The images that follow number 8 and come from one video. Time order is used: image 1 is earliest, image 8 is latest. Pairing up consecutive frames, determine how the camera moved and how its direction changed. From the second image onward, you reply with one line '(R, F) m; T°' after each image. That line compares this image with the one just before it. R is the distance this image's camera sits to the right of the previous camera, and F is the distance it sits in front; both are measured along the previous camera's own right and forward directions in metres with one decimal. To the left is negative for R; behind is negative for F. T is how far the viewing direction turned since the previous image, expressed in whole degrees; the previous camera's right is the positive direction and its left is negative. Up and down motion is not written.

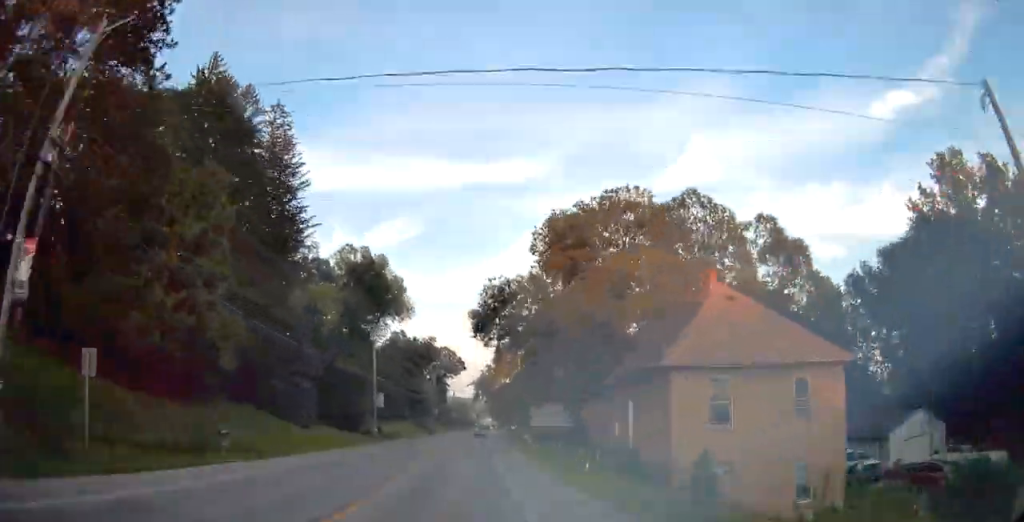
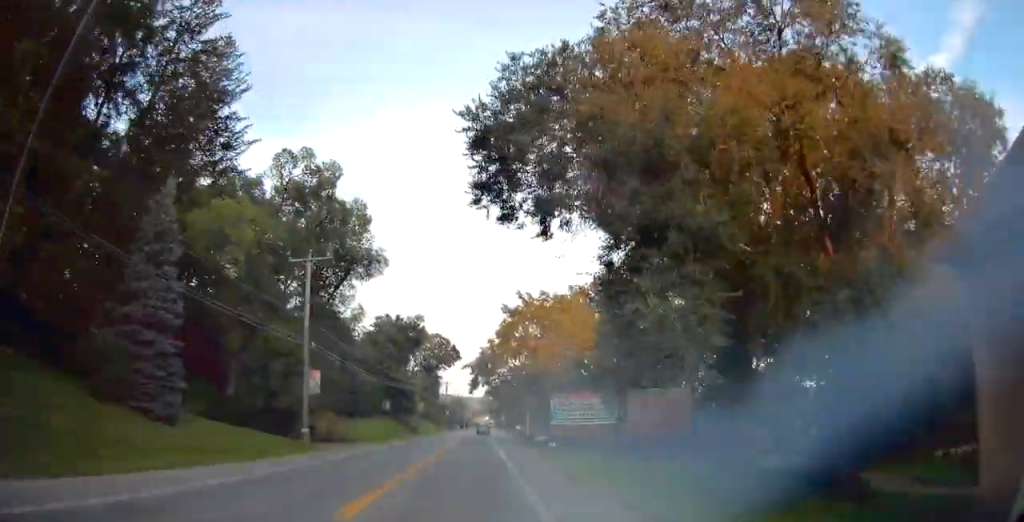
(0.0, +20.0) m; +1°
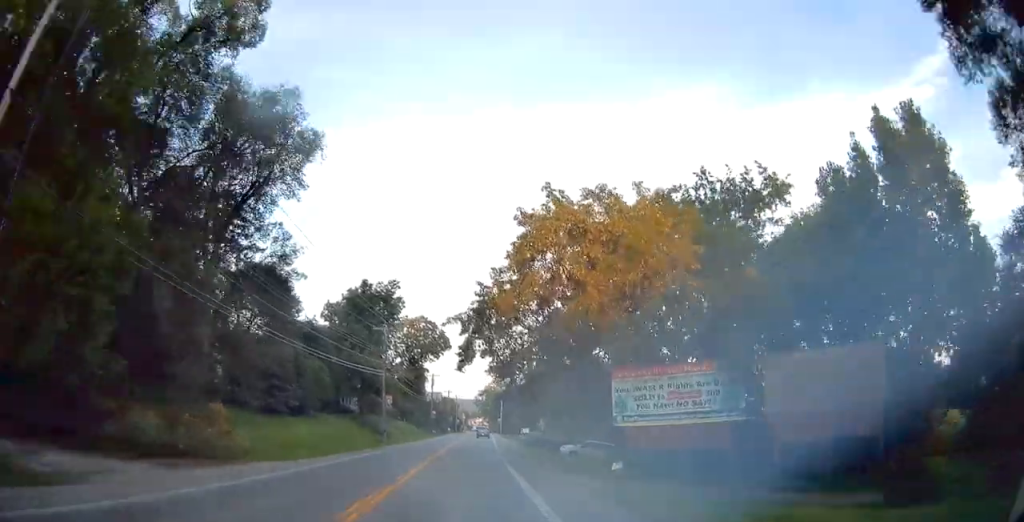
(0.0, +22.9) m; +2°
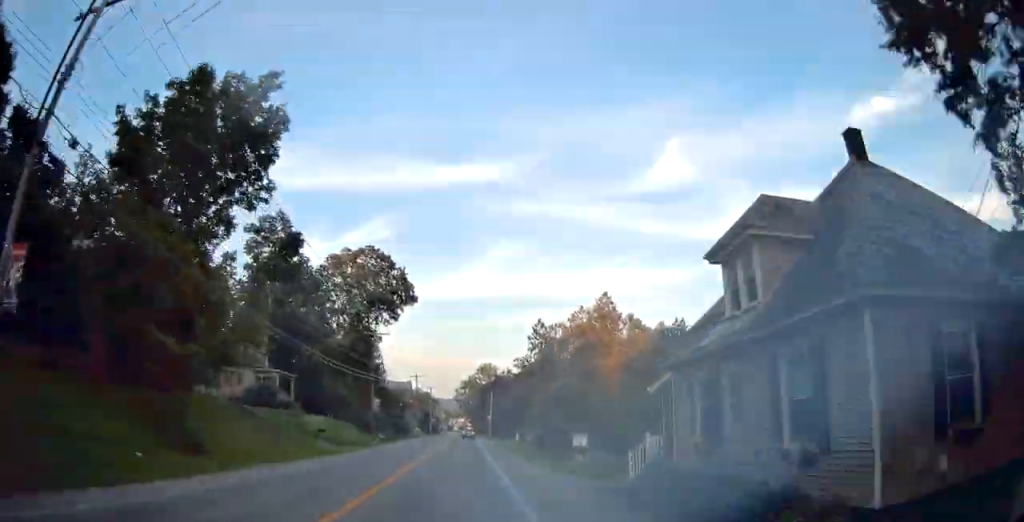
(+1.7, +41.9) m; +1°
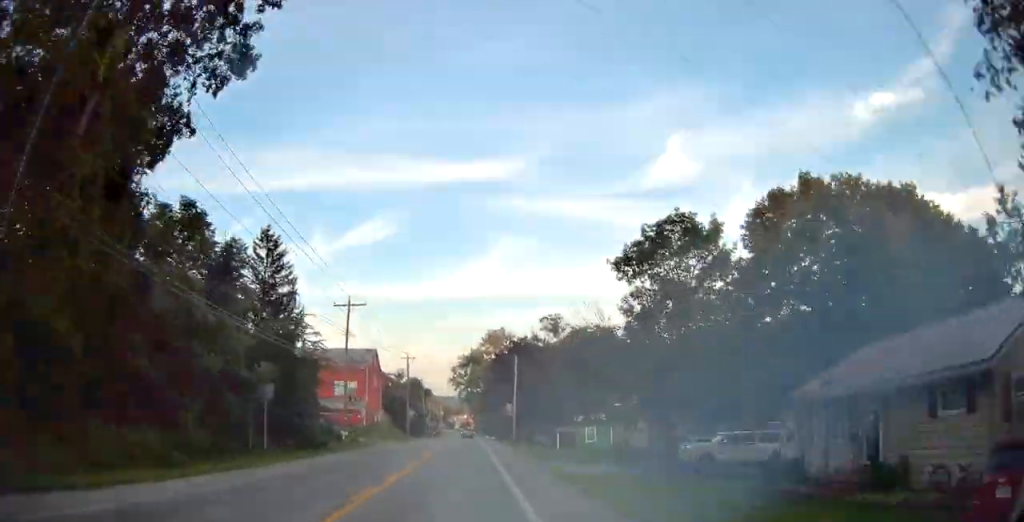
(-1.3, +53.4) m; -2°
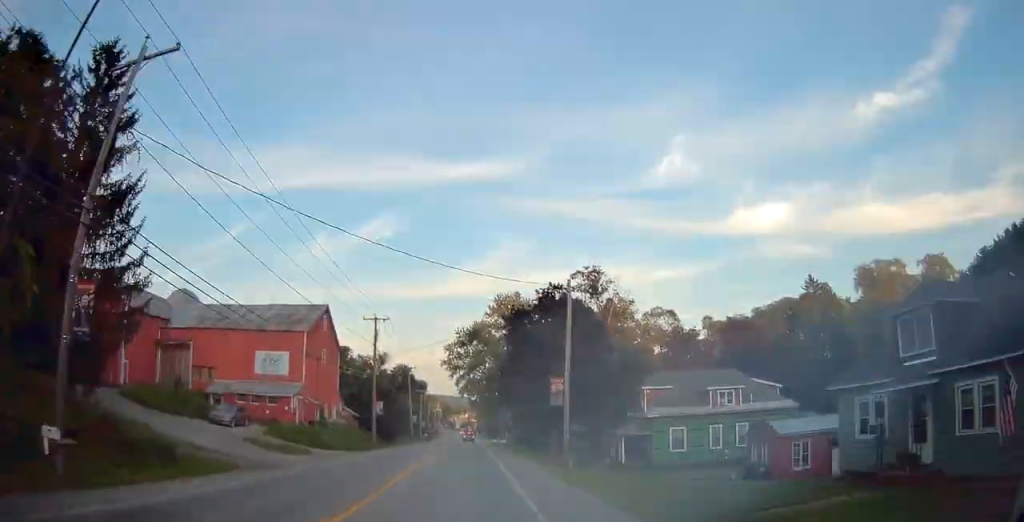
(+0.3, +29.0) m; 0°
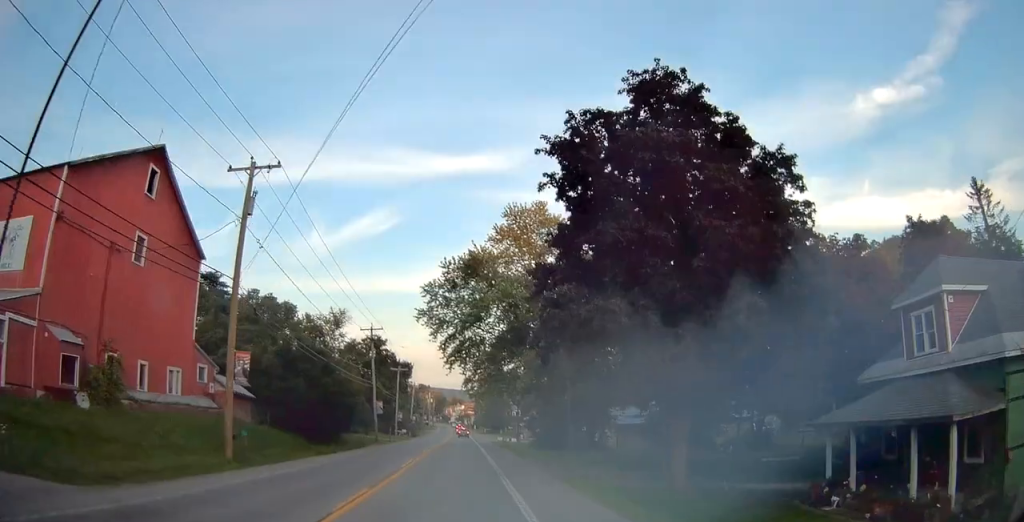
(-0.2, +30.8) m; -1°
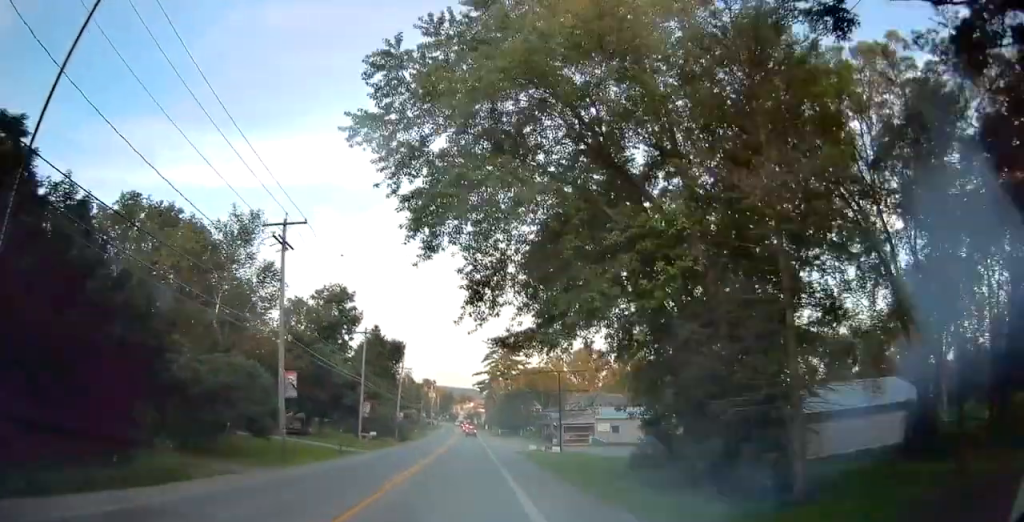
(-0.5, +31.9) m; -1°
